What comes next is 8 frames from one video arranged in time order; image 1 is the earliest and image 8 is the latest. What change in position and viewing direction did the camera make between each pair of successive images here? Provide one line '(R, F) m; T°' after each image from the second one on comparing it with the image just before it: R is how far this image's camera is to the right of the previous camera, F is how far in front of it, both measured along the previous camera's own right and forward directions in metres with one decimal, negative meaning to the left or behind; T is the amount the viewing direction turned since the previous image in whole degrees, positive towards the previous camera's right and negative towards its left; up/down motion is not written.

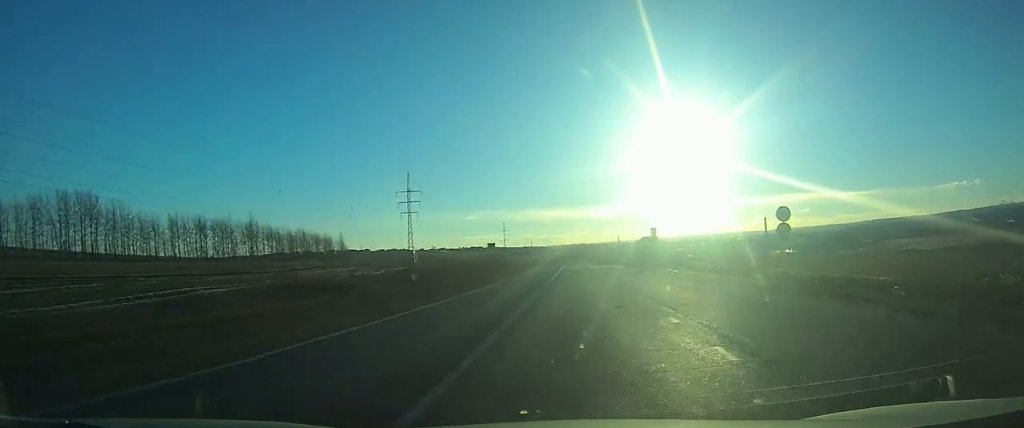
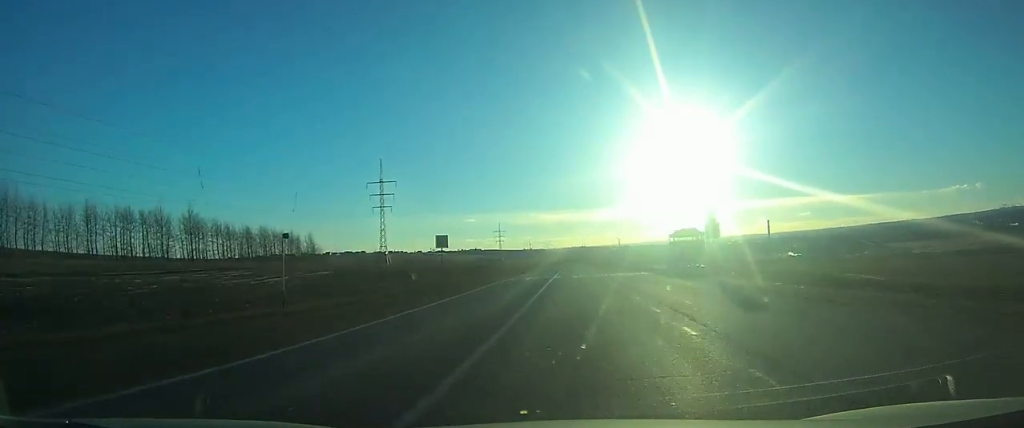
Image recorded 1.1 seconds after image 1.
(+0.1, +21.3) m; 0°
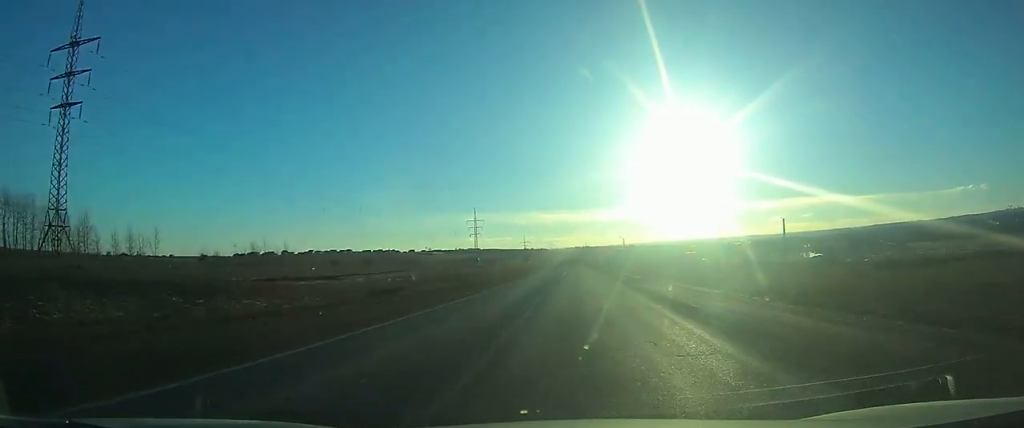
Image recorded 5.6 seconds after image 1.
(-0.1, +89.2) m; -1°
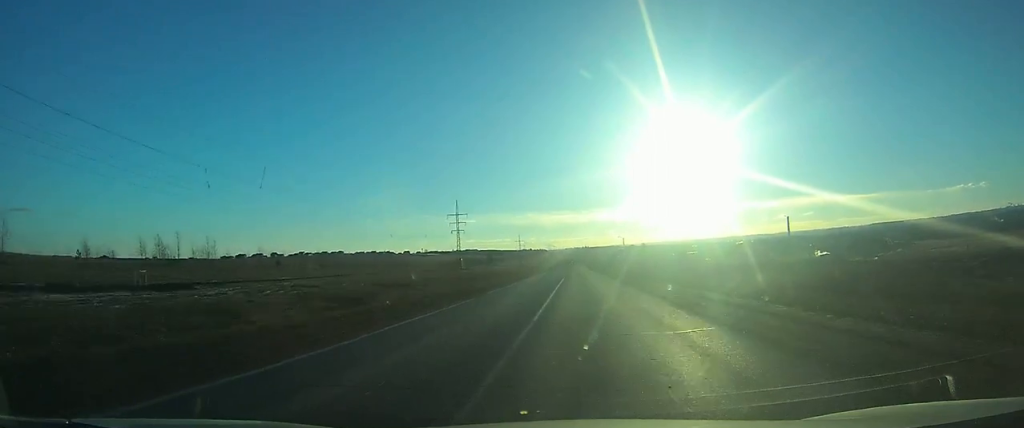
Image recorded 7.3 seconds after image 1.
(0.0, +39.4) m; 0°
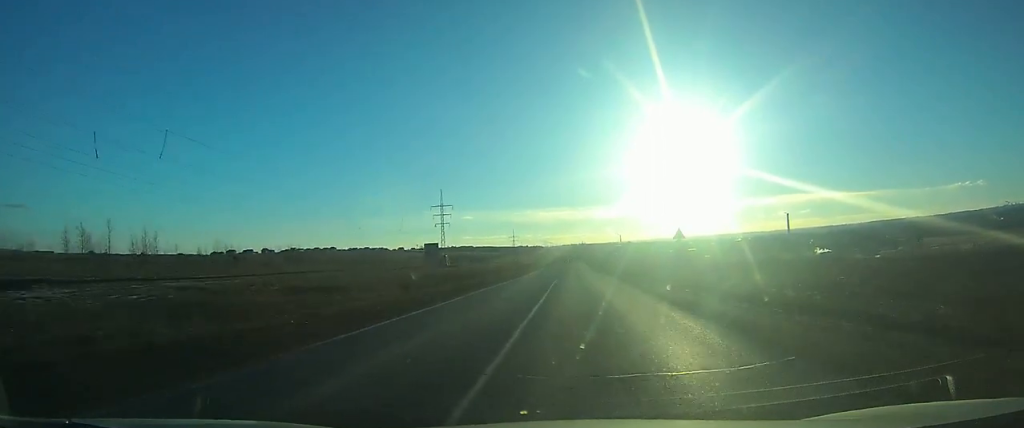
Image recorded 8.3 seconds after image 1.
(0.0, +22.2) m; 0°
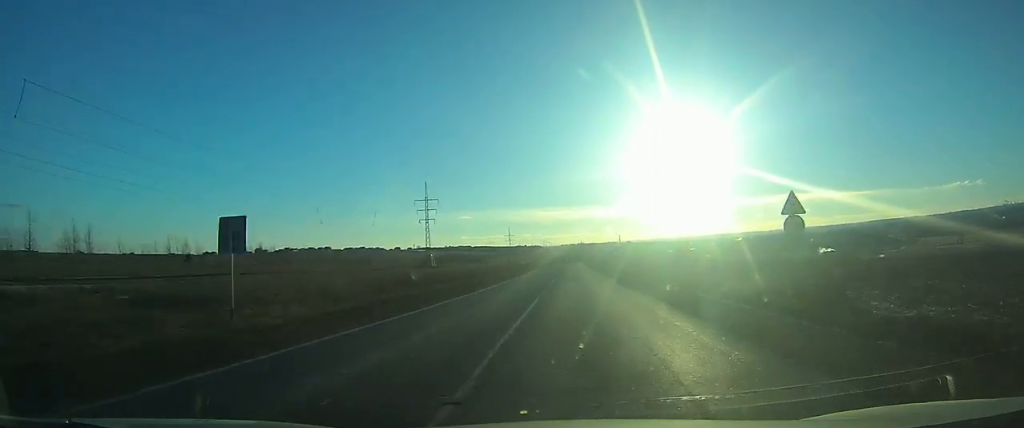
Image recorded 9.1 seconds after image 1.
(0.0, +22.7) m; 0°
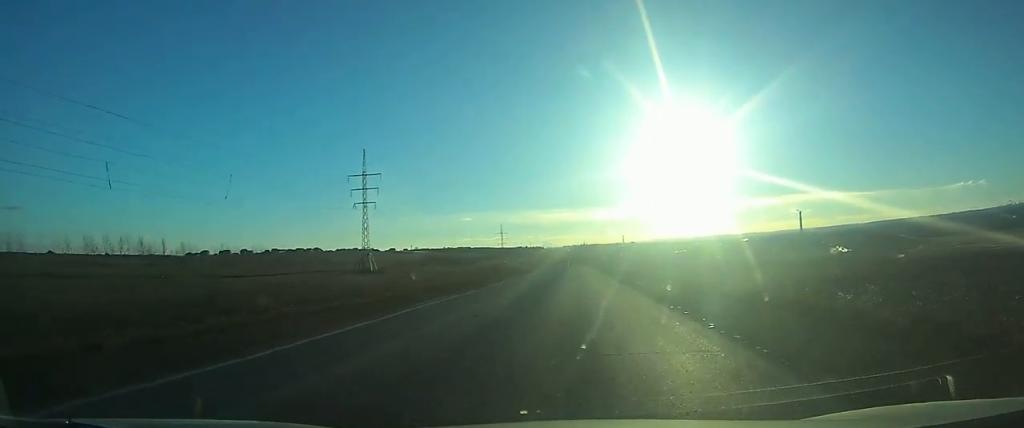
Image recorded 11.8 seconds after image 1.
(+0.1, +67.1) m; 0°
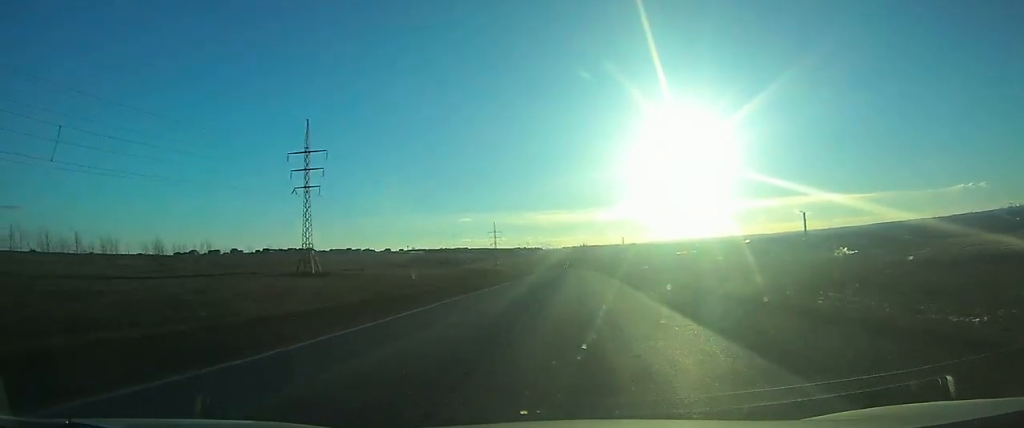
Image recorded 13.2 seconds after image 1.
(-0.1, +32.9) m; 0°
